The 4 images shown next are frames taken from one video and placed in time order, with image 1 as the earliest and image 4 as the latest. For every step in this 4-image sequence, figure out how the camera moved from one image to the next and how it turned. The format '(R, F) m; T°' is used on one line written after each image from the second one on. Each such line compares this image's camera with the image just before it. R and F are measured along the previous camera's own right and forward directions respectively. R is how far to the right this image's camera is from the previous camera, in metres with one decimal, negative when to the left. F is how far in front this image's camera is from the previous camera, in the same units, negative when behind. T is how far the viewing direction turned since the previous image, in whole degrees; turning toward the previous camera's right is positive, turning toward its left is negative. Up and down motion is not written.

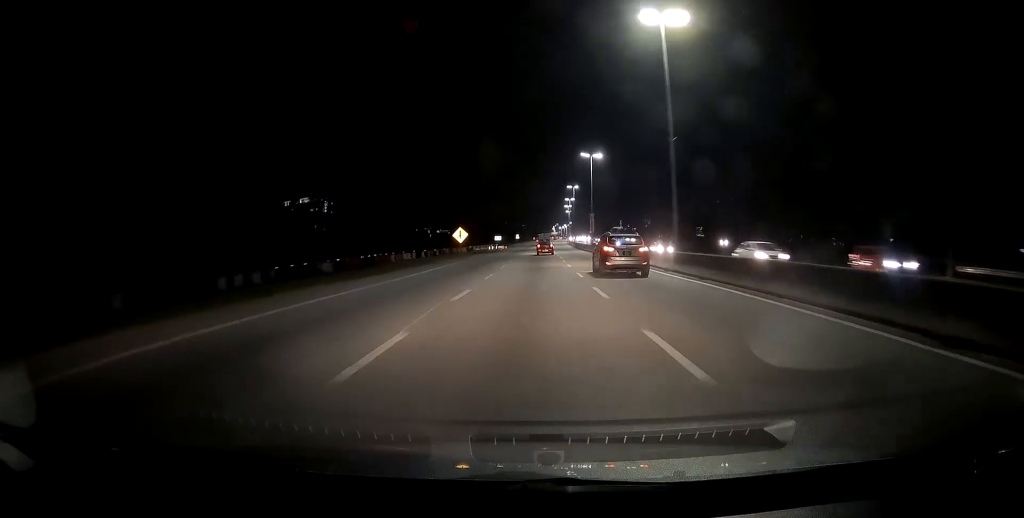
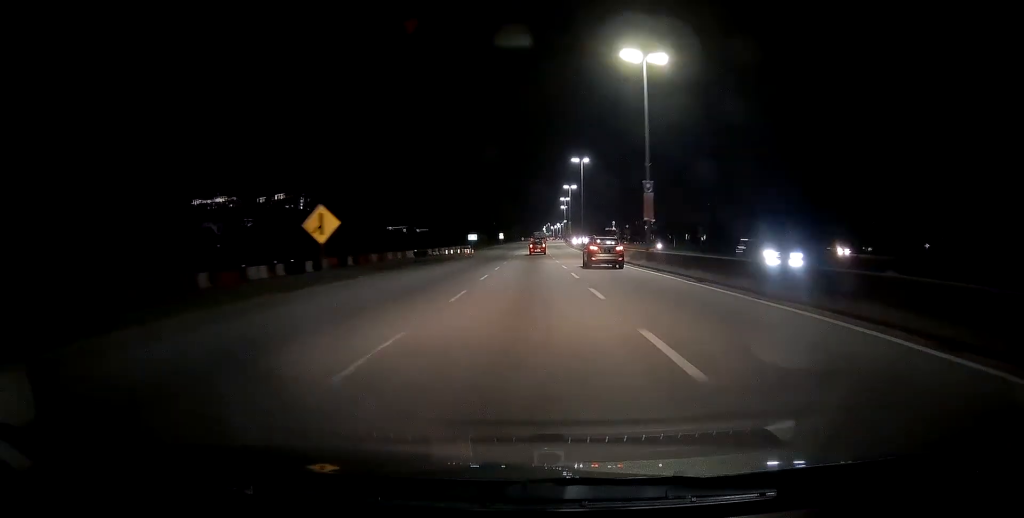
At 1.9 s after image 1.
(+0.1, +40.1) m; -2°
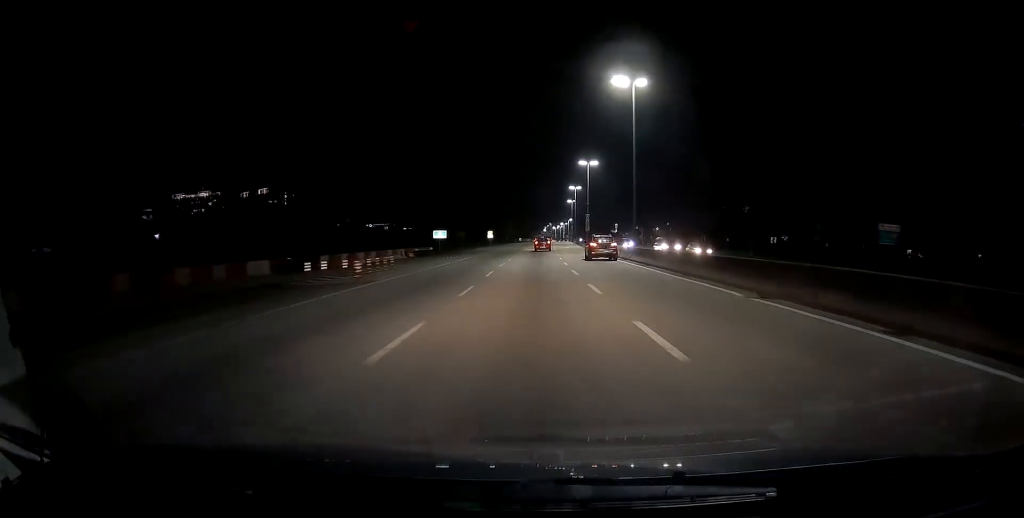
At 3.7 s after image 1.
(-0.3, +39.3) m; +1°
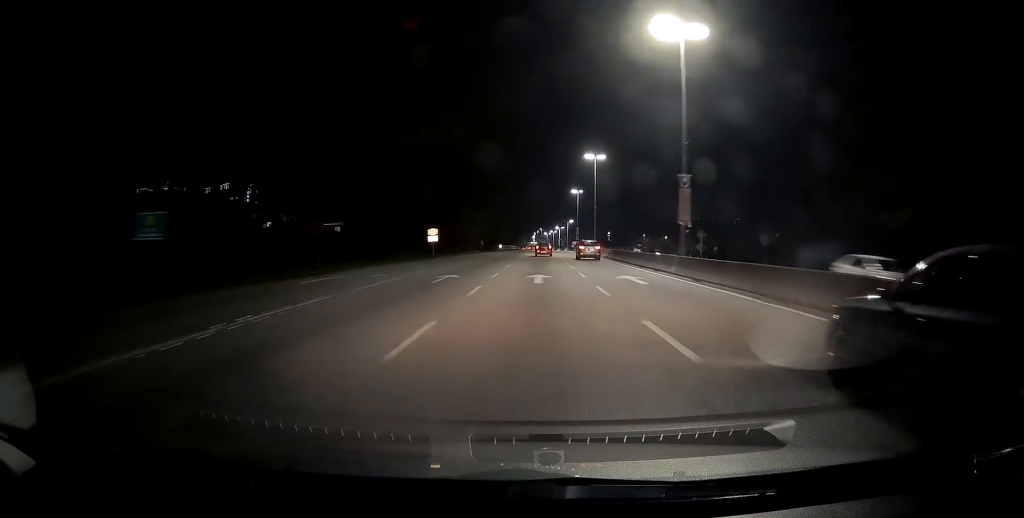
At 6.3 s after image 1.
(+0.7, +55.8) m; +1°
